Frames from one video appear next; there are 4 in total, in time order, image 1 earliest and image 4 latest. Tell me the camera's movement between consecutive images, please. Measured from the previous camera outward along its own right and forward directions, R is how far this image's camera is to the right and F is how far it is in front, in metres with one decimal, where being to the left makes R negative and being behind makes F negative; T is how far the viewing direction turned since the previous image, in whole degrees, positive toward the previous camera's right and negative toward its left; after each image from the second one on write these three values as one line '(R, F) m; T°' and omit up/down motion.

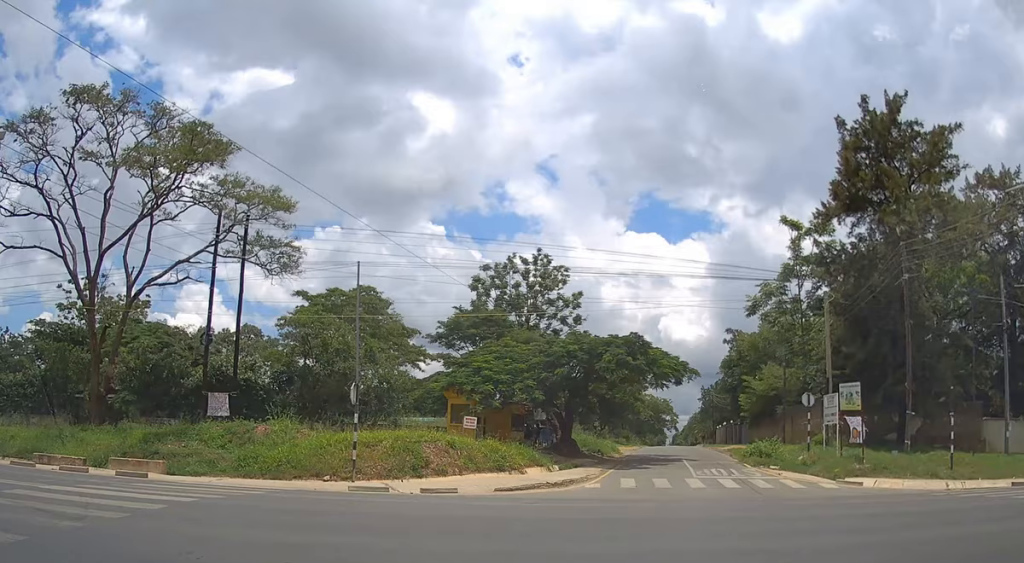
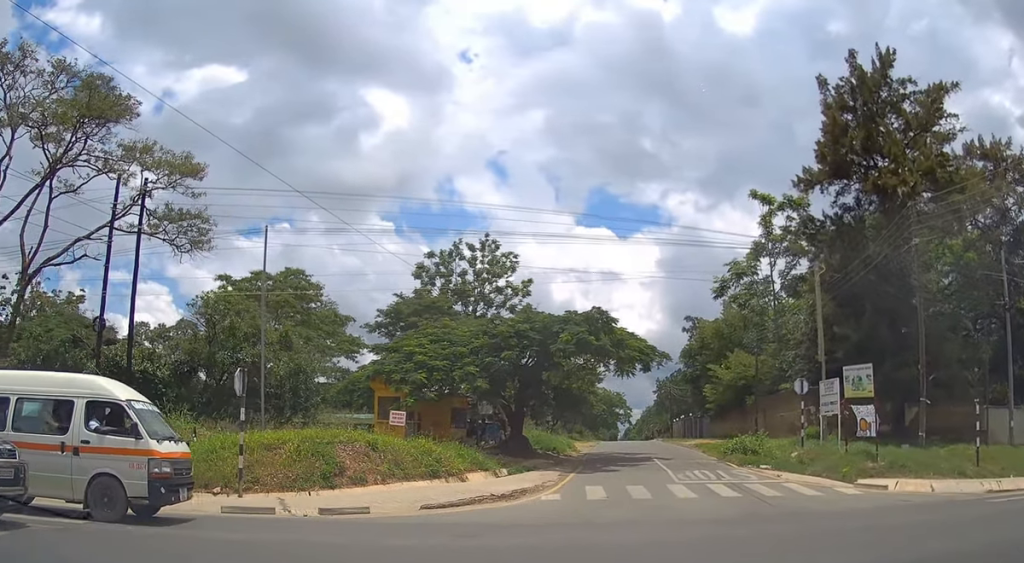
(+0.1, +1.9) m; +3°
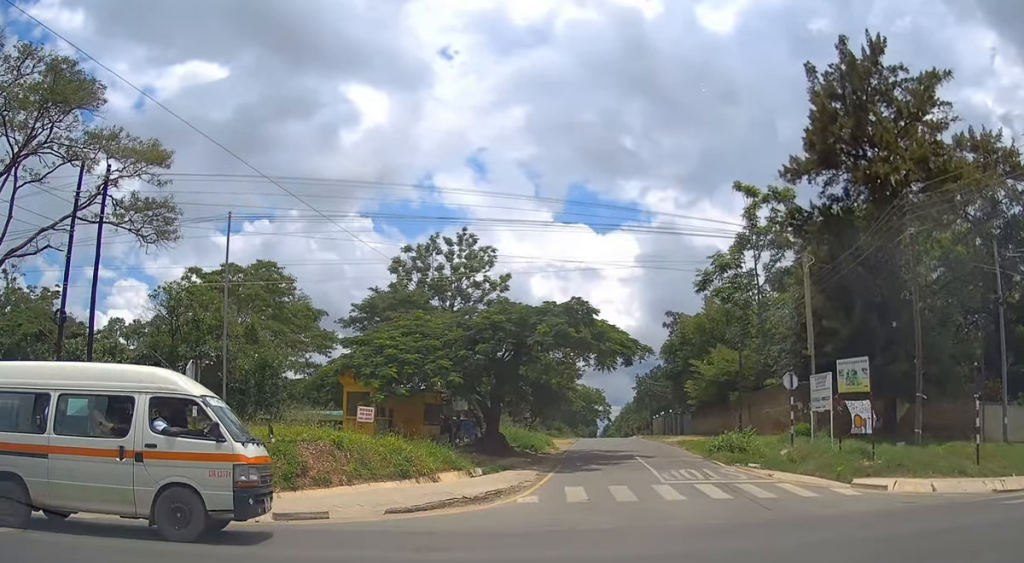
(0.0, +1.2) m; +2°
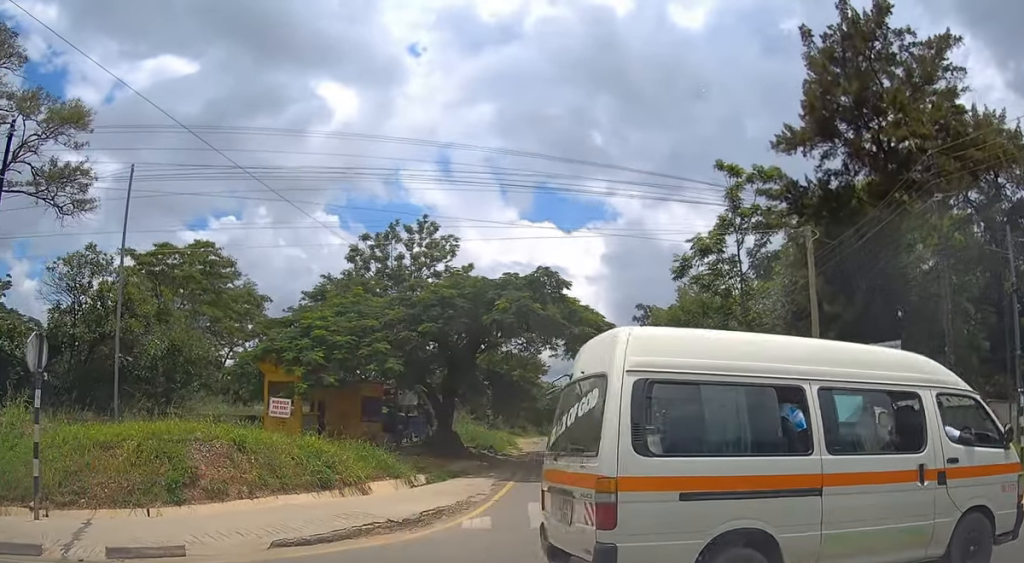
(+0.3, +4.4) m; +8°
